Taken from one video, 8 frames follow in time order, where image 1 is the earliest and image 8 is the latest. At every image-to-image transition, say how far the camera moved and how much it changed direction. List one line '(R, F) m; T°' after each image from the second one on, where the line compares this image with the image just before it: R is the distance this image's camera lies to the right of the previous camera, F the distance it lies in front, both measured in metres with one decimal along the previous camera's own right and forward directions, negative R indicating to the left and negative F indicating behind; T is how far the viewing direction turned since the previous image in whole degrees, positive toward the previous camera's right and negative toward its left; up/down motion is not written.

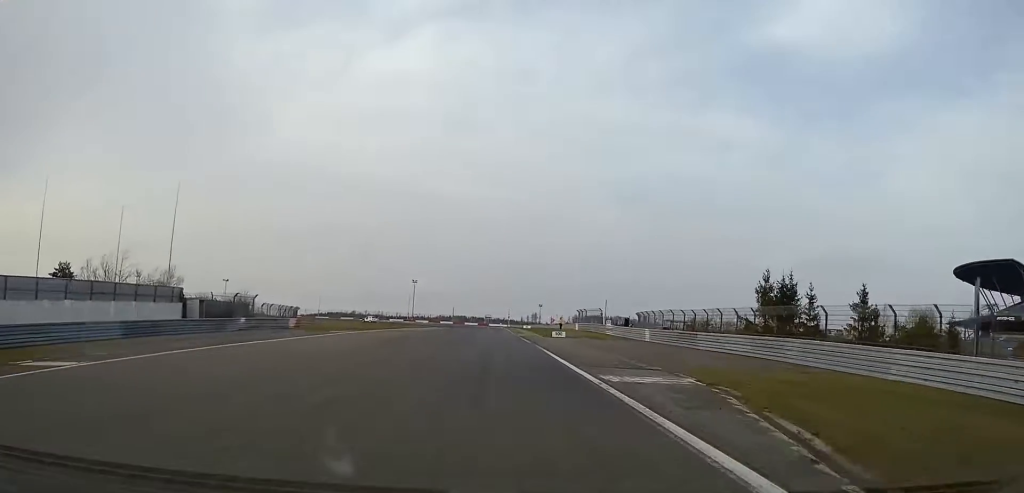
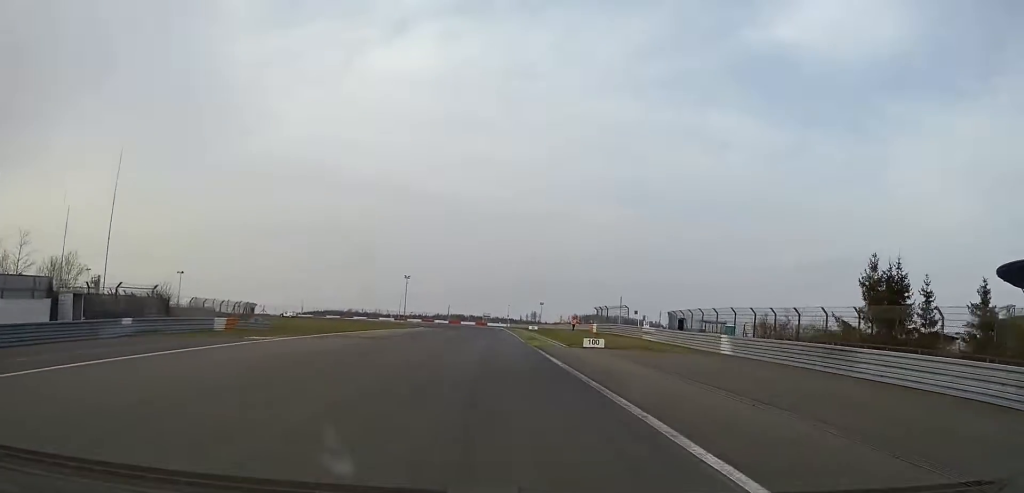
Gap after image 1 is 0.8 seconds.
(0.0, +18.2) m; 0°
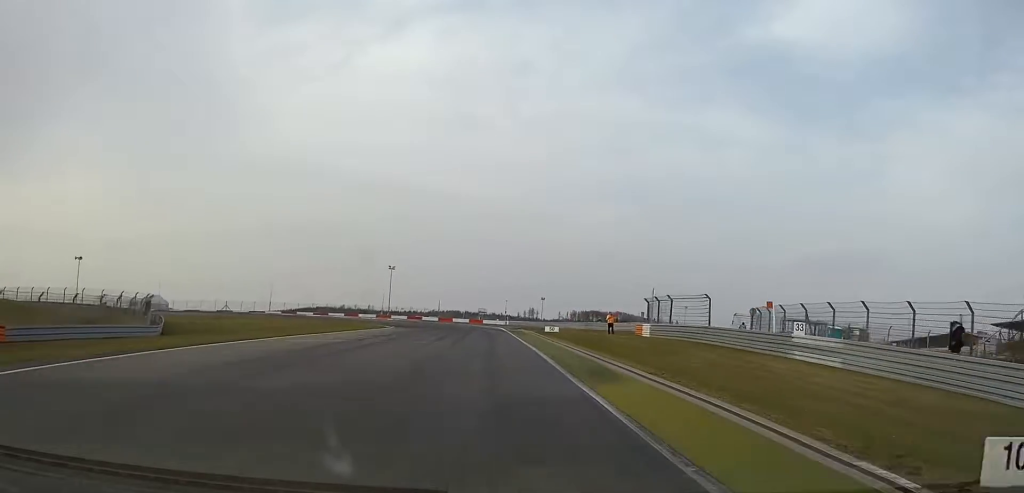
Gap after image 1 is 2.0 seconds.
(+0.1, +27.7) m; 0°
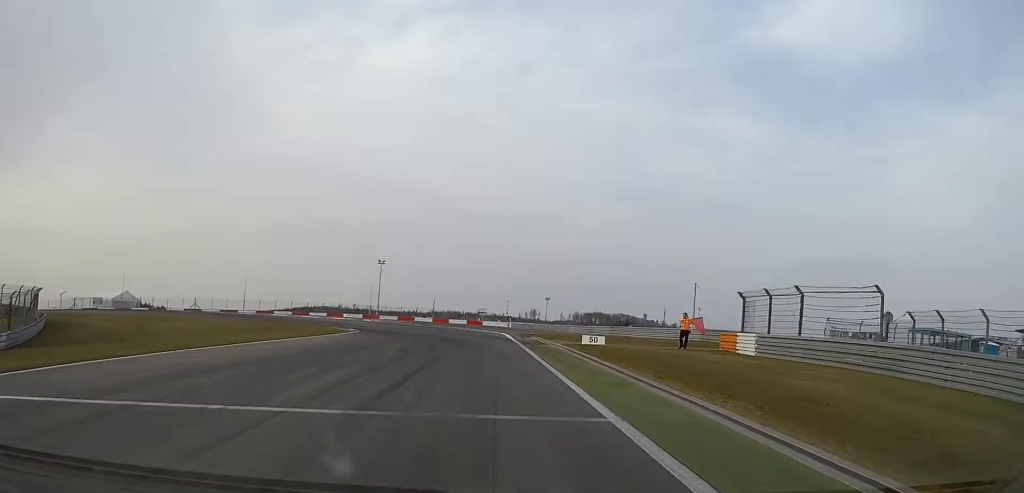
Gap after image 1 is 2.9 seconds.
(0.0, +20.3) m; -1°
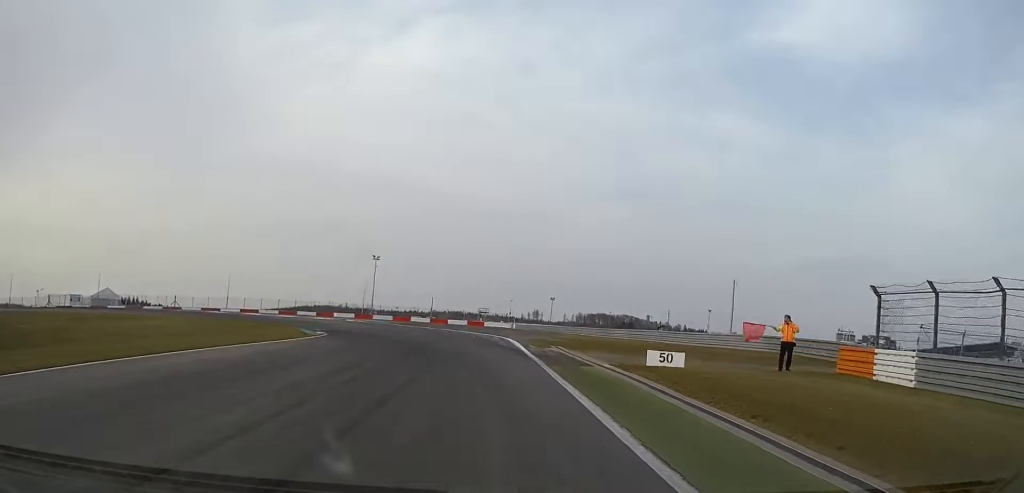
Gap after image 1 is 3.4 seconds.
(0.0, +11.5) m; -1°
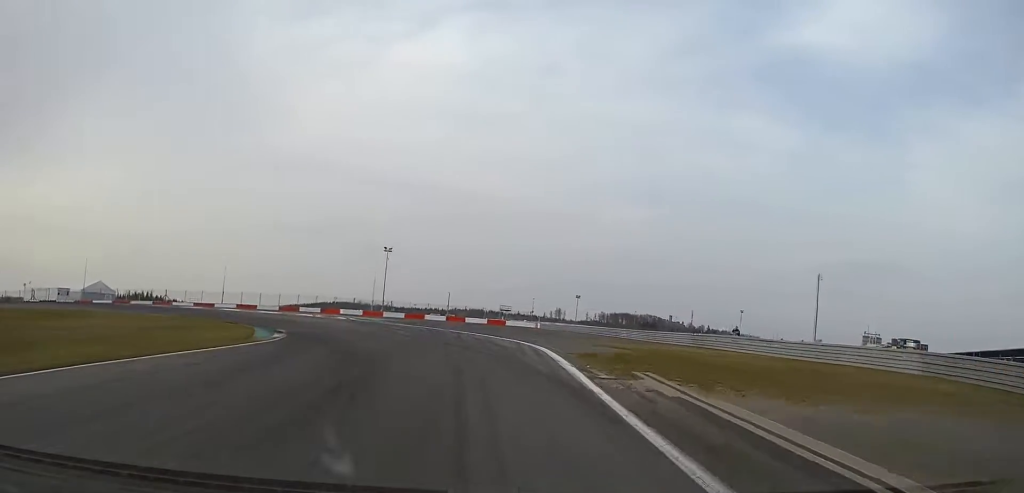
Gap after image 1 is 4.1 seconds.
(-0.2, +13.7) m; -3°
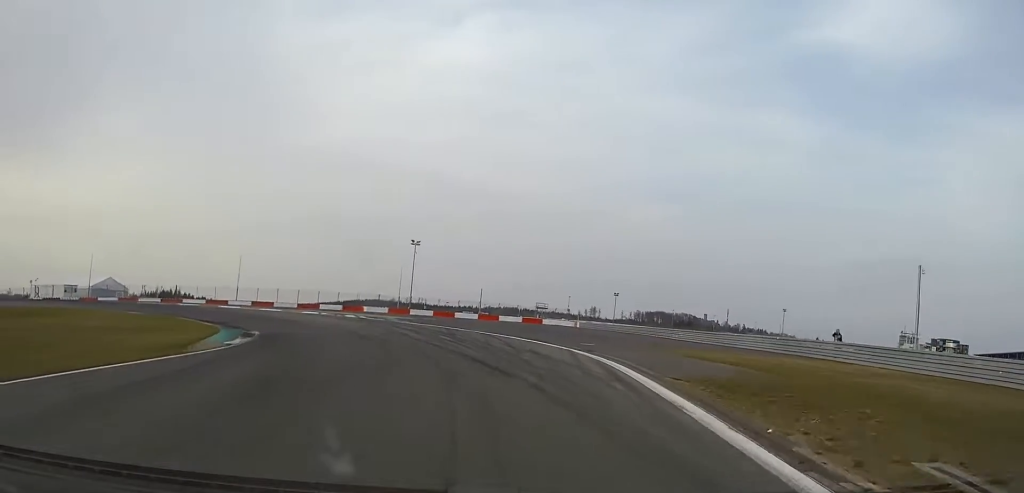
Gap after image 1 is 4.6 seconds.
(-0.1, +9.8) m; -4°
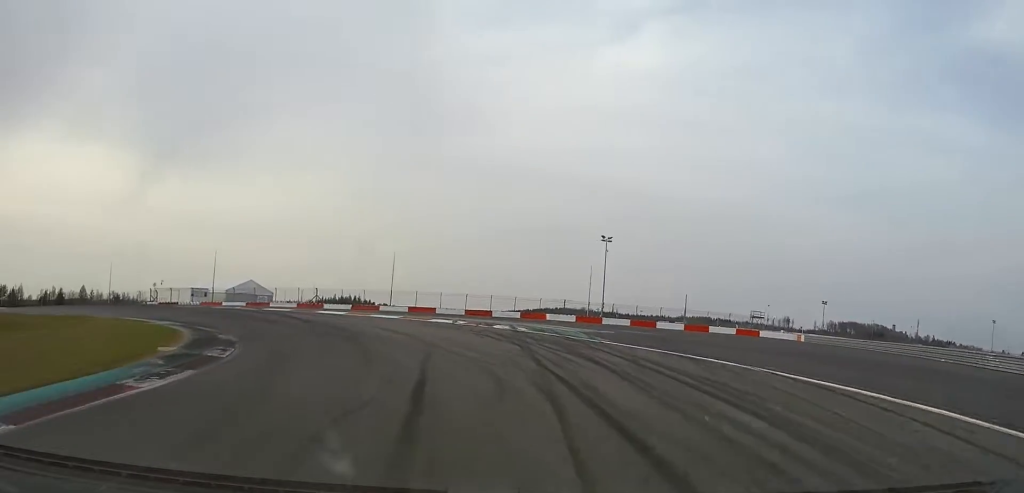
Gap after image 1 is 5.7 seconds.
(-2.2, +22.0) m; -16°
